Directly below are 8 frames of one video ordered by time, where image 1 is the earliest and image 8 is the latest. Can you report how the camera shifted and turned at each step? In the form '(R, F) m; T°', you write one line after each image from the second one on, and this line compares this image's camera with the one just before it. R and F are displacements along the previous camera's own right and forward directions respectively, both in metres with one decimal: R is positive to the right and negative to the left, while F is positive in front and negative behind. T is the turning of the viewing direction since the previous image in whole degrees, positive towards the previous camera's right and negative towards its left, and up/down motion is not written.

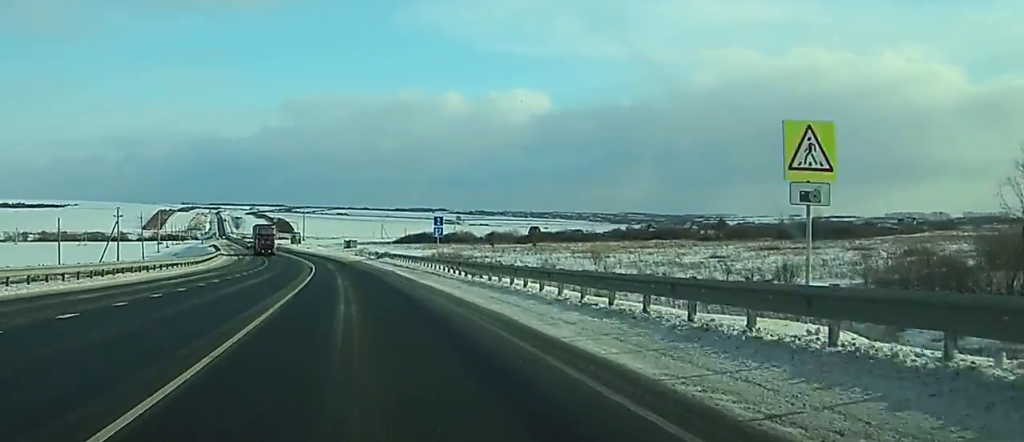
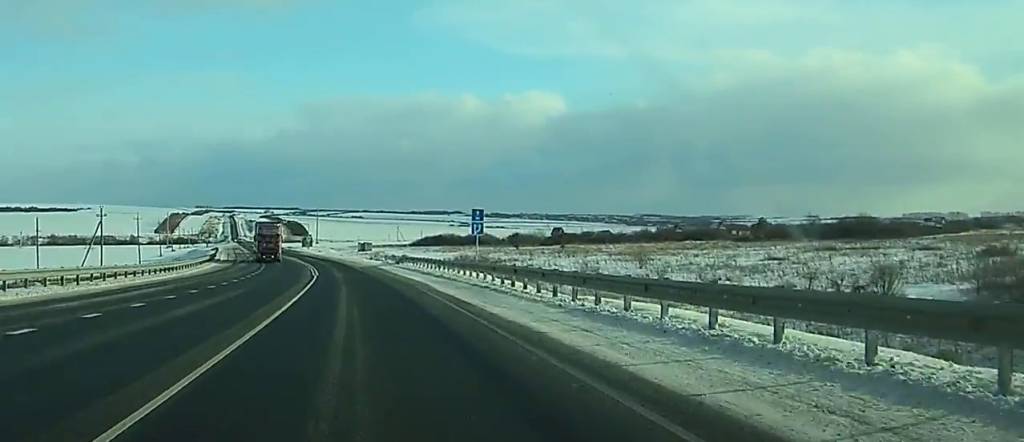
(-0.1, +14.6) m; -1°
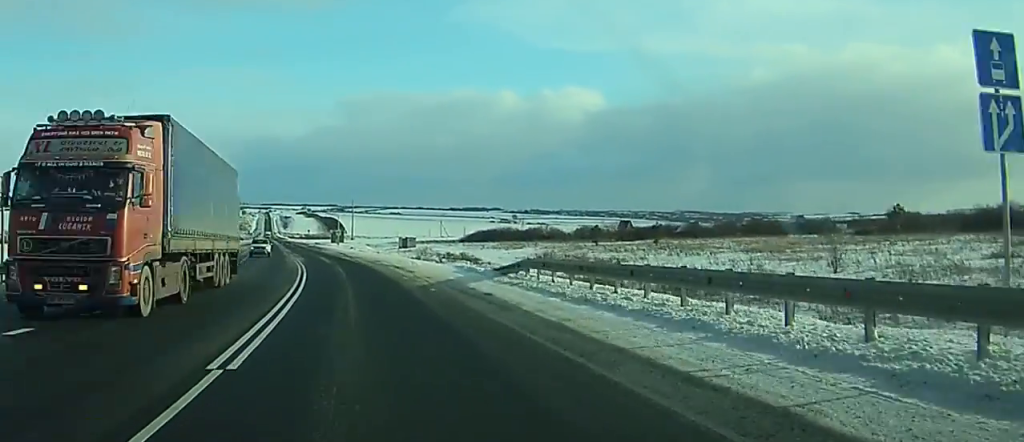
(-0.7, +40.3) m; -2°
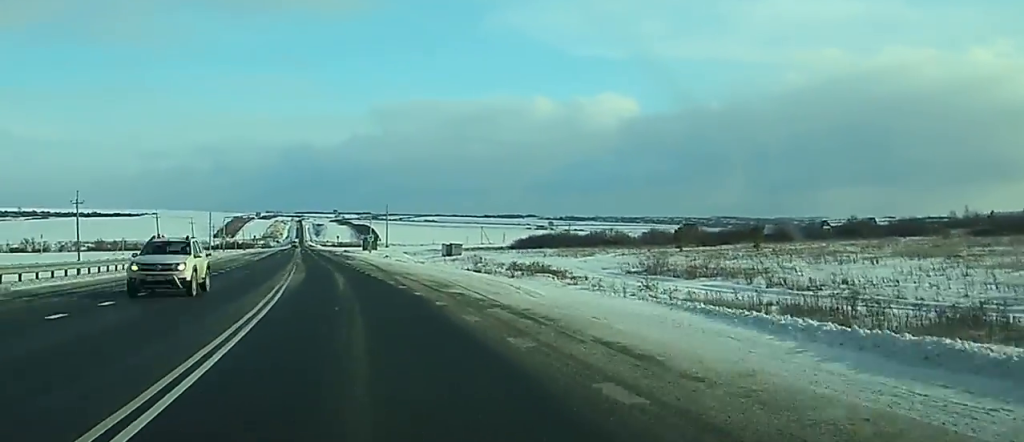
(-0.4, +28.8) m; -1°
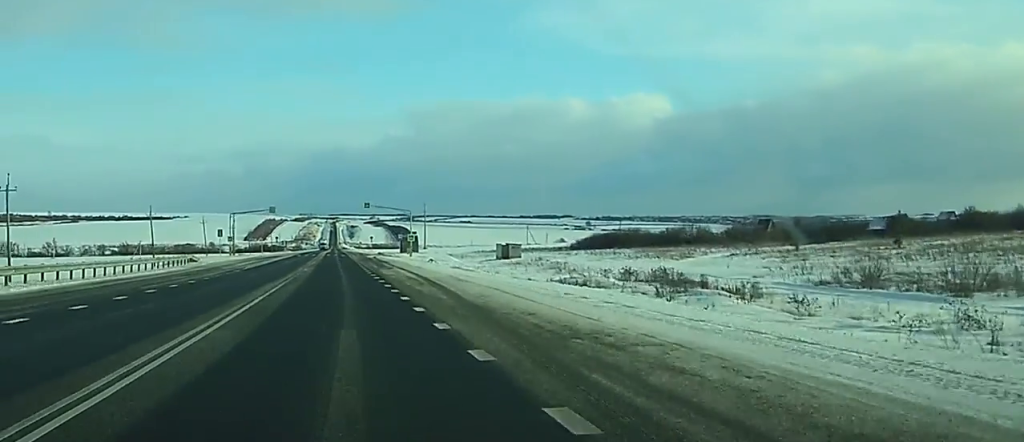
(-0.4, +29.0) m; -2°
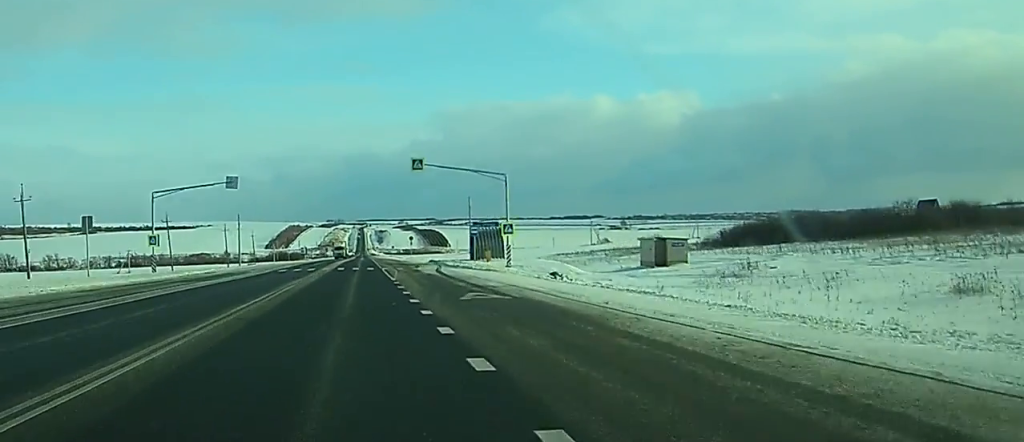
(-2.1, +61.2) m; -3°
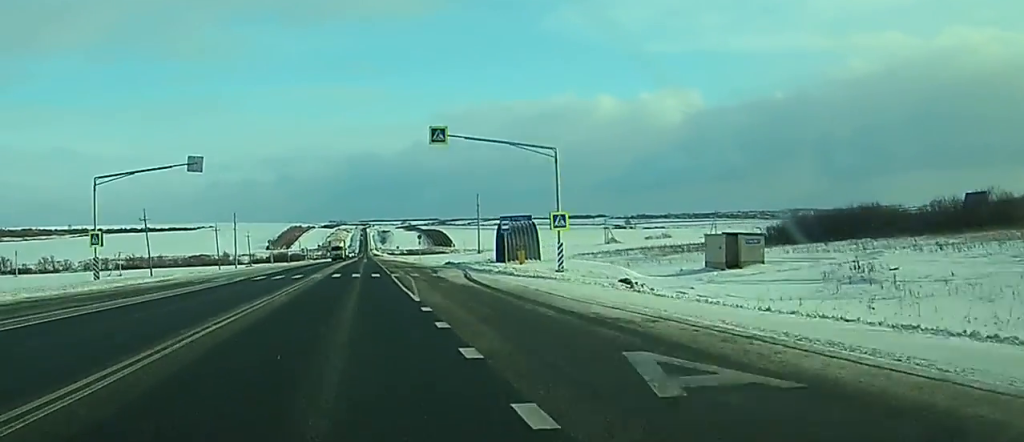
(-0.1, +15.1) m; 0°
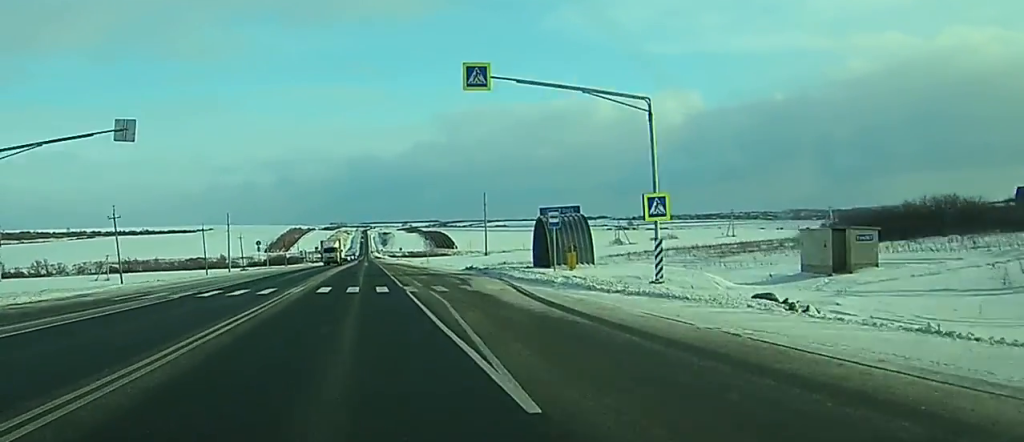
(0.0, +15.1) m; 0°
